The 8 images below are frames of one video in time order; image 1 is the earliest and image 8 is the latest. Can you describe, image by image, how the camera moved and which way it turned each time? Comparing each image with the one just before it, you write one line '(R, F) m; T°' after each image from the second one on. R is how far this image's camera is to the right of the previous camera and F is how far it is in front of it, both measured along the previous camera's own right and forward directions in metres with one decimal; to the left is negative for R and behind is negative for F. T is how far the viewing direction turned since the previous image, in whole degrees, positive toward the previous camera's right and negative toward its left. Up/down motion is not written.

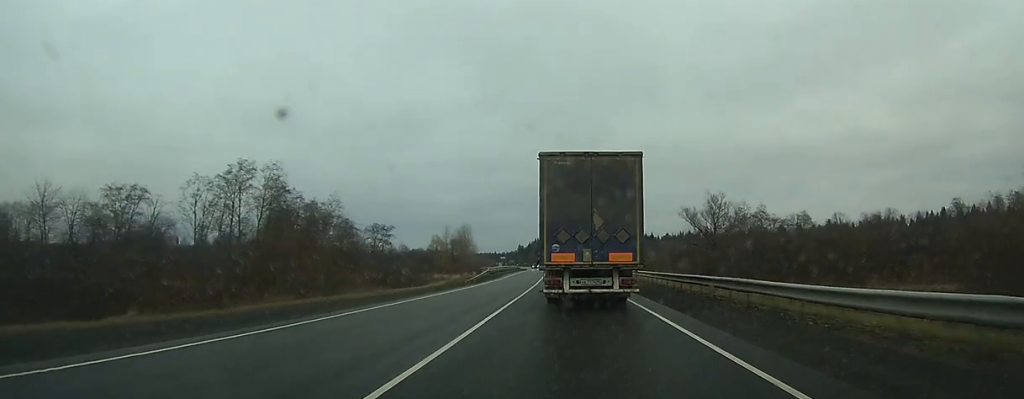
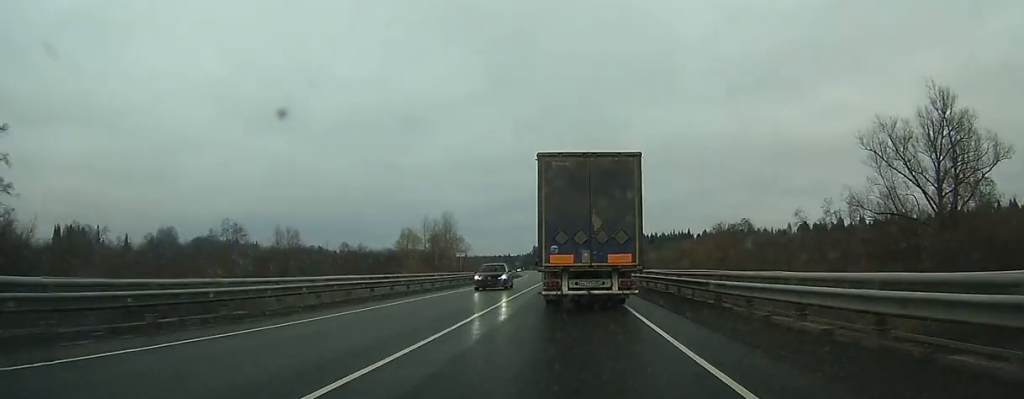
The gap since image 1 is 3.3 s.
(-1.0, +71.5) m; -2°
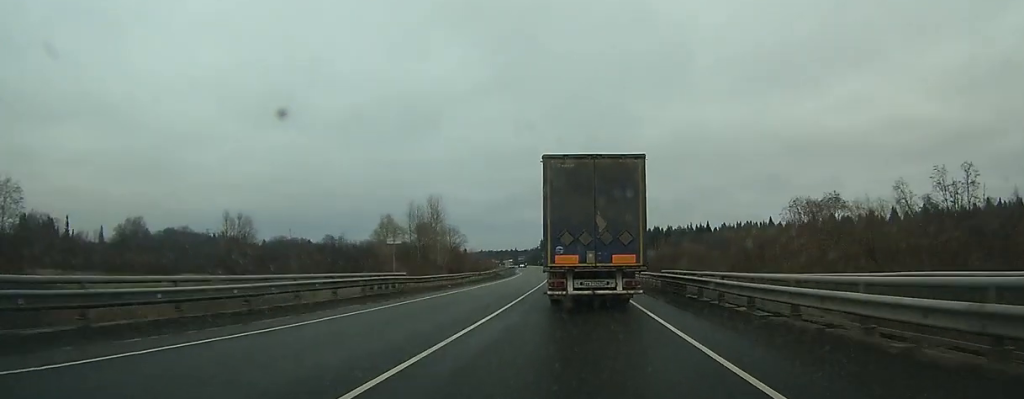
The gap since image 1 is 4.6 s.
(-0.4, +29.1) m; -1°
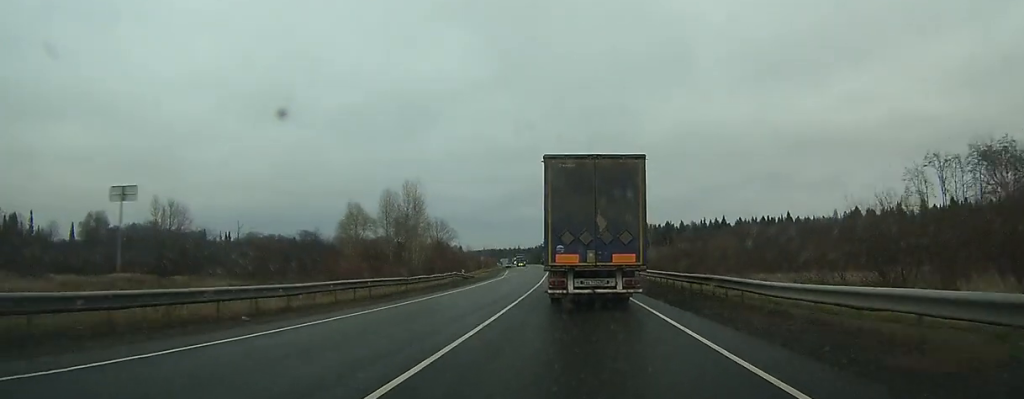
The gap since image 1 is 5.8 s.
(-0.2, +26.2) m; -1°
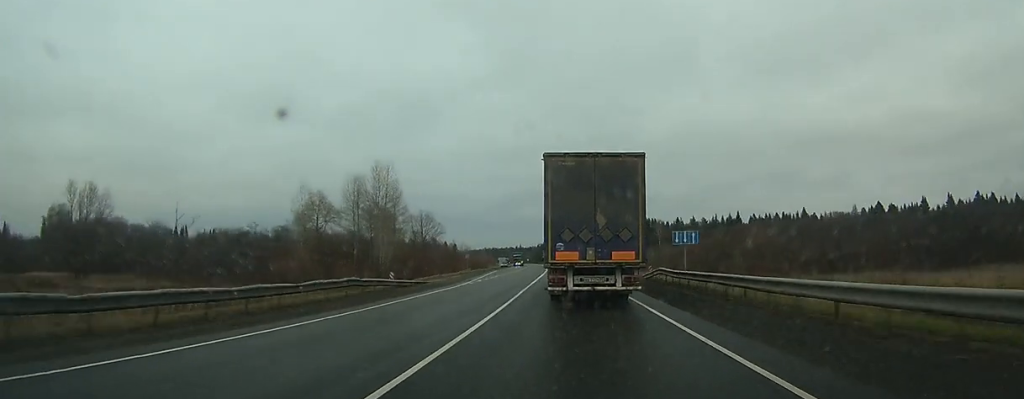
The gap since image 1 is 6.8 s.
(0.0, +21.9) m; 0°
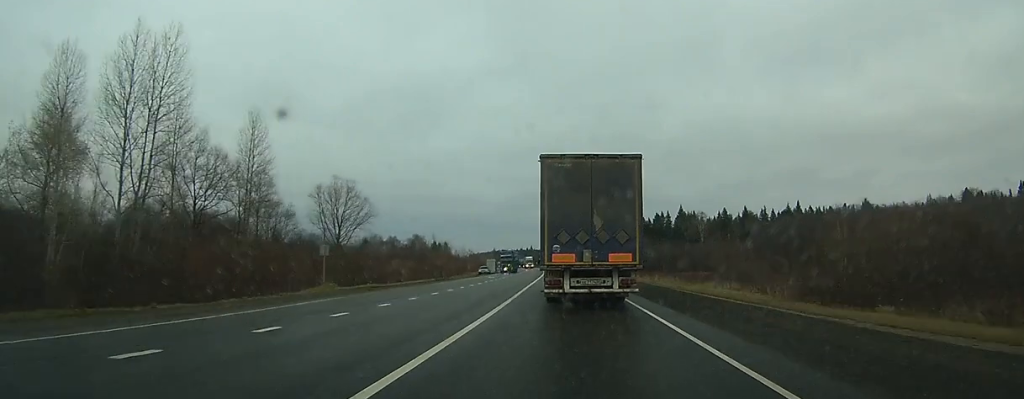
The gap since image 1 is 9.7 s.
(-0.8, +64.2) m; -1°
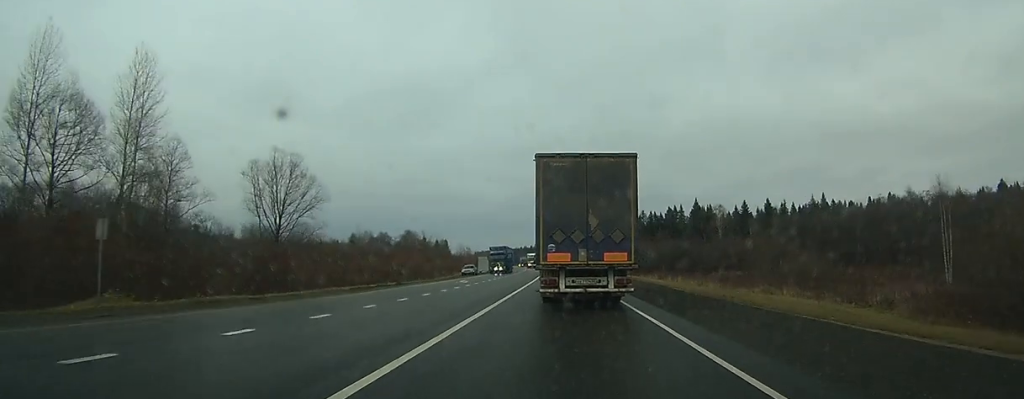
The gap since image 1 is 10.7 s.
(0.0, +20.4) m; 0°
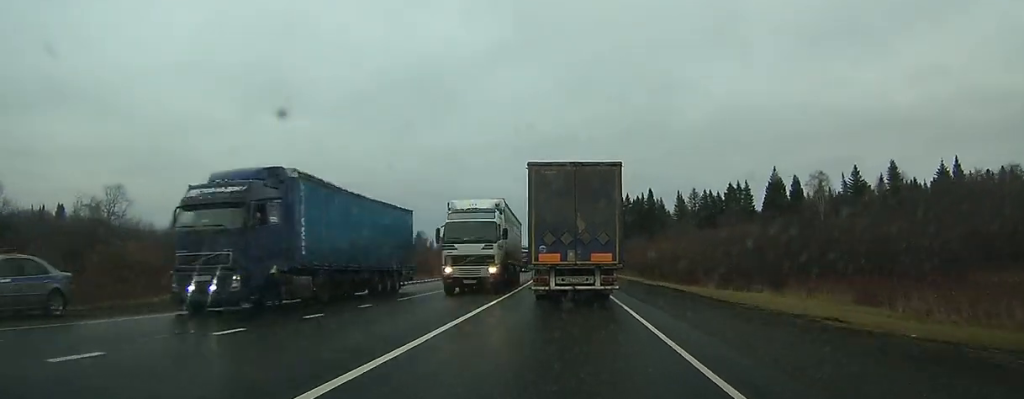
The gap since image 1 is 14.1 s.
(-1.3, +75.3) m; -2°
